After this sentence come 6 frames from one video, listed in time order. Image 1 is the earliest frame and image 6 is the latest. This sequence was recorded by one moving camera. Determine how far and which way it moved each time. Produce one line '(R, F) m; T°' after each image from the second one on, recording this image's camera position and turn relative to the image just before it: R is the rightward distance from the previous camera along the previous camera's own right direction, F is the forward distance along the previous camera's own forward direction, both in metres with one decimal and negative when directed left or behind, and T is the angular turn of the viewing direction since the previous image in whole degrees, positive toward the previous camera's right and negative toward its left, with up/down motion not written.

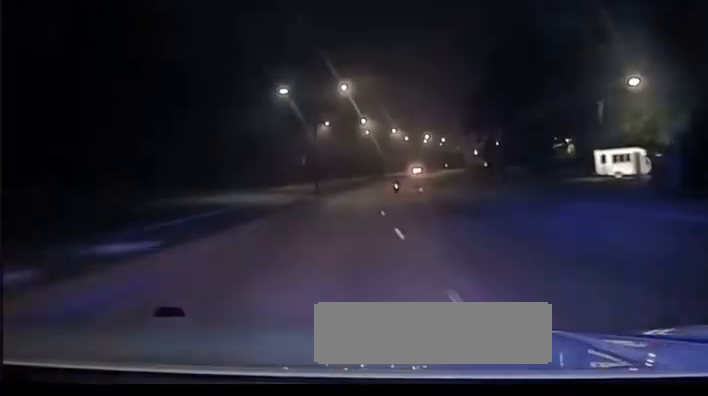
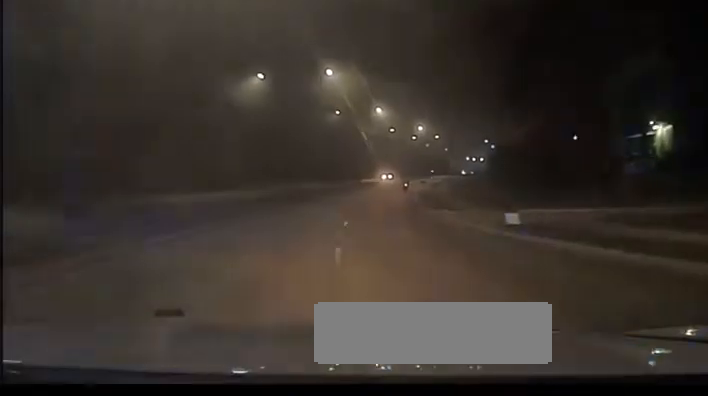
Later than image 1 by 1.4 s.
(+0.6, +54.1) m; +2°
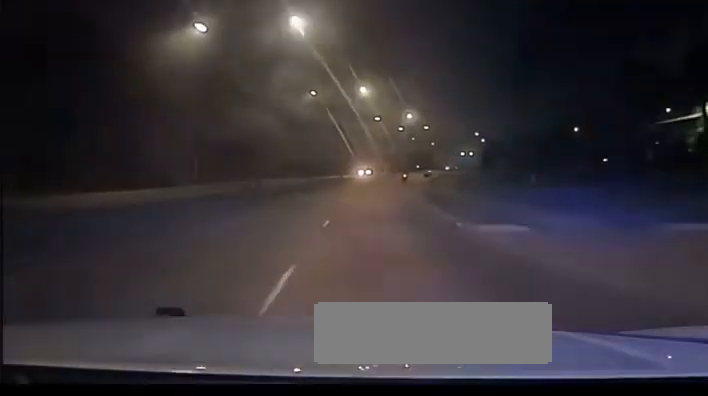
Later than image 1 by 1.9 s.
(+0.1, +17.3) m; +1°
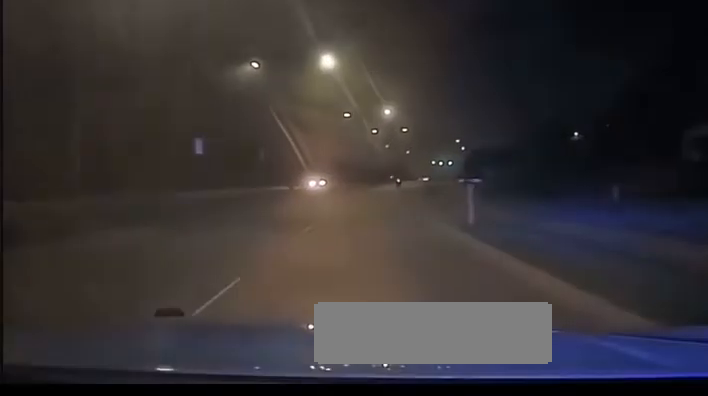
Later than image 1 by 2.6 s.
(+0.4, +25.6) m; +2°
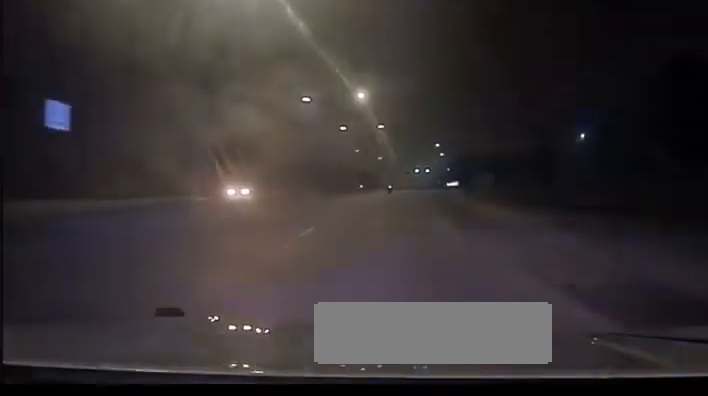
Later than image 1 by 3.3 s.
(+0.4, +26.6) m; +2°
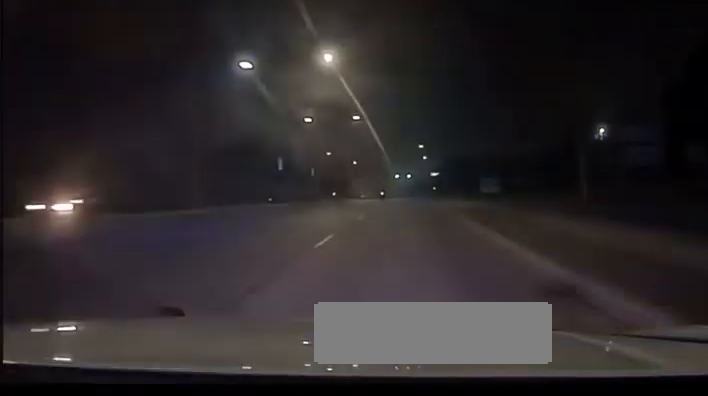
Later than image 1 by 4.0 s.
(+0.6, +25.1) m; +2°
